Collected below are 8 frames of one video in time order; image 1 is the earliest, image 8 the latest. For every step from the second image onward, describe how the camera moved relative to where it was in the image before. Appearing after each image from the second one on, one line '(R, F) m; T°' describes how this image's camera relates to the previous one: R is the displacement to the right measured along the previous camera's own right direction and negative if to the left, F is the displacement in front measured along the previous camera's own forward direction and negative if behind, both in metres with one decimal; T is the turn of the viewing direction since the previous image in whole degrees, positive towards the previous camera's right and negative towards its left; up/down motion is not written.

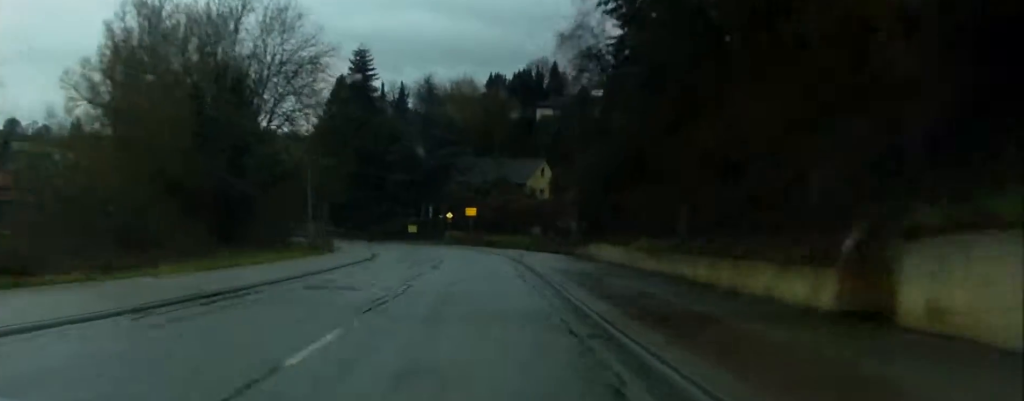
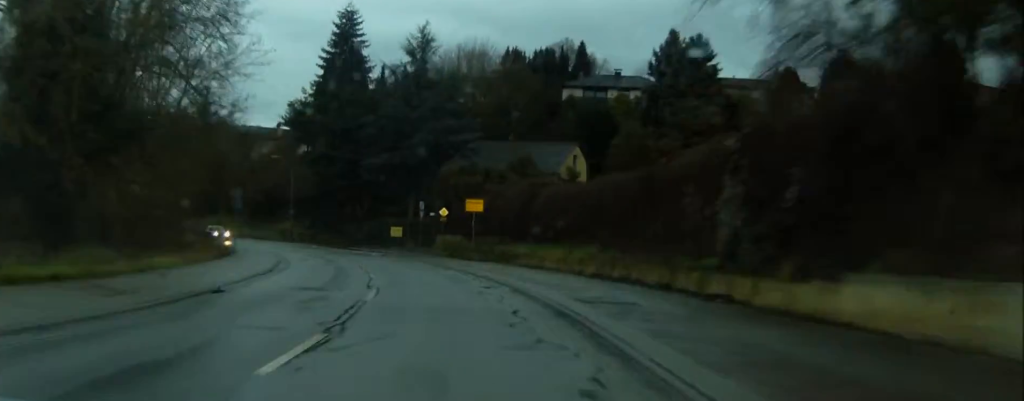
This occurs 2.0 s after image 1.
(0.0, +26.9) m; -3°
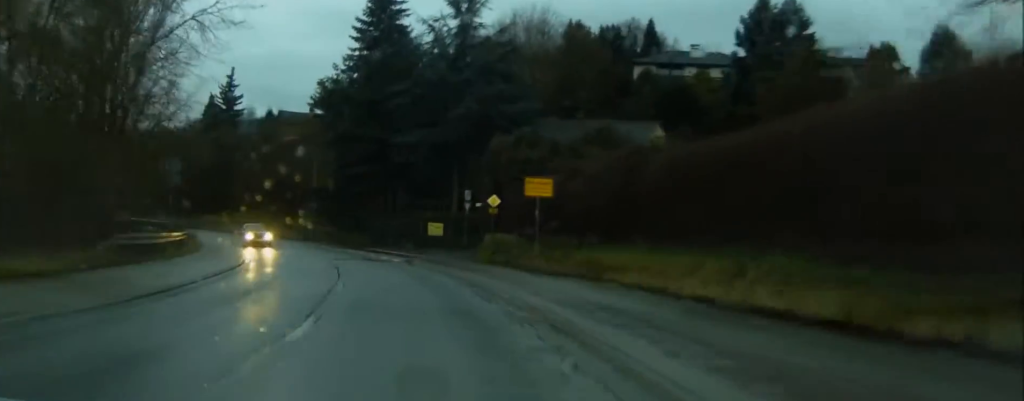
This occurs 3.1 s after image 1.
(-0.4, +15.0) m; -4°
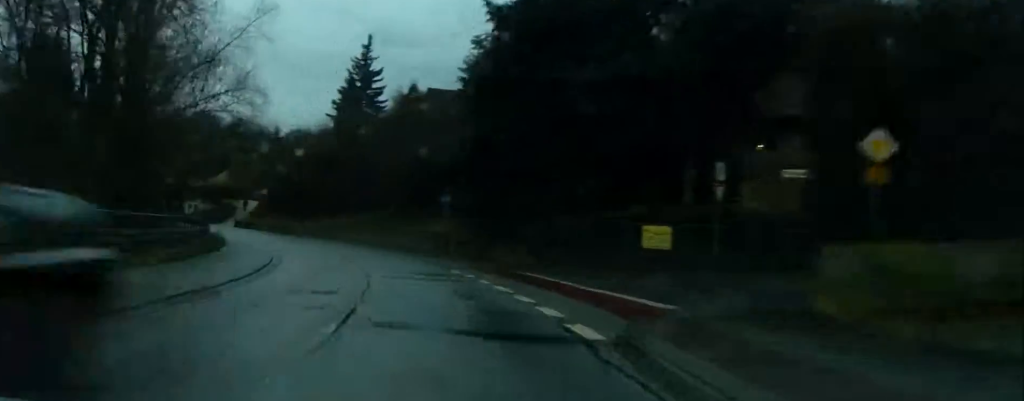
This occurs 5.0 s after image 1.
(-1.8, +25.7) m; -9°
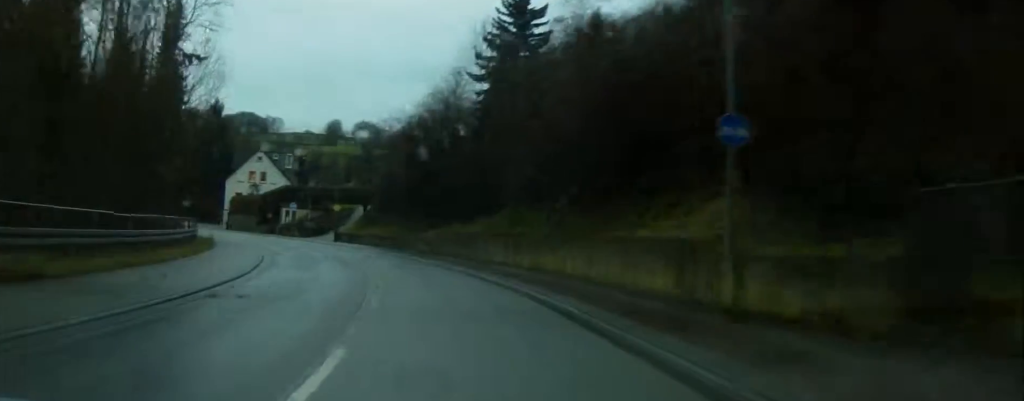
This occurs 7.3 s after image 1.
(-3.2, +30.3) m; -11°
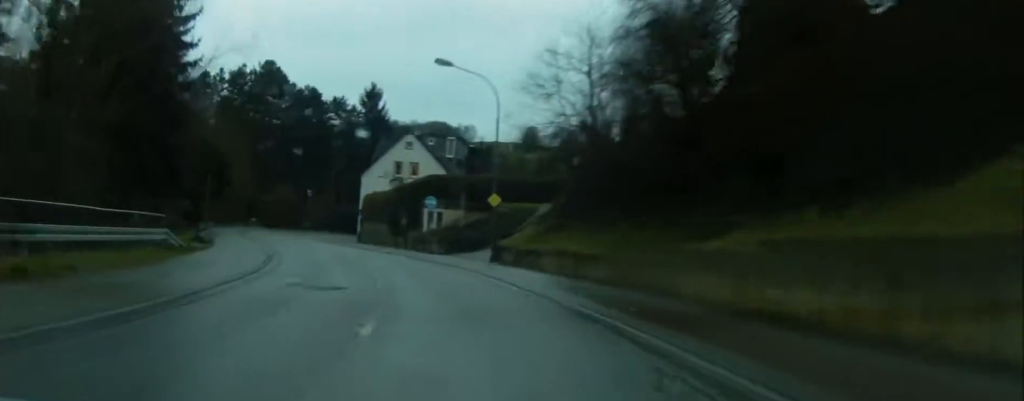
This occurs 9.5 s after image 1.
(-2.9, +30.1) m; -12°
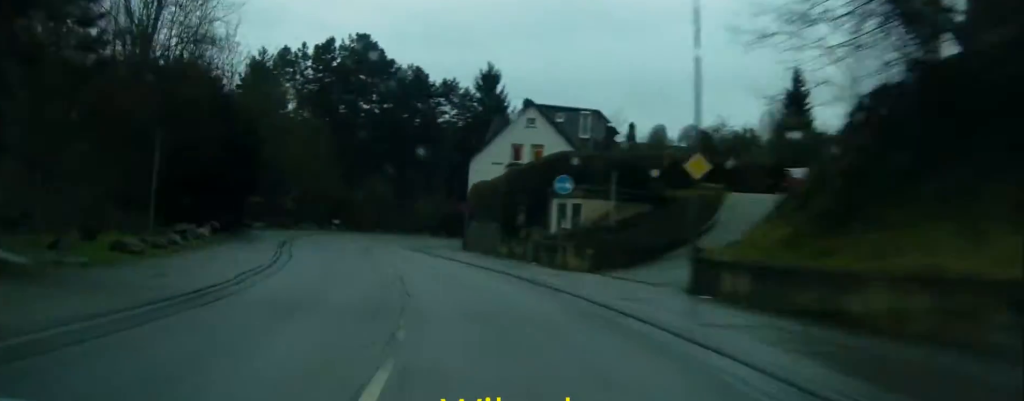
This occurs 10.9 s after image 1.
(-1.1, +18.1) m; -7°
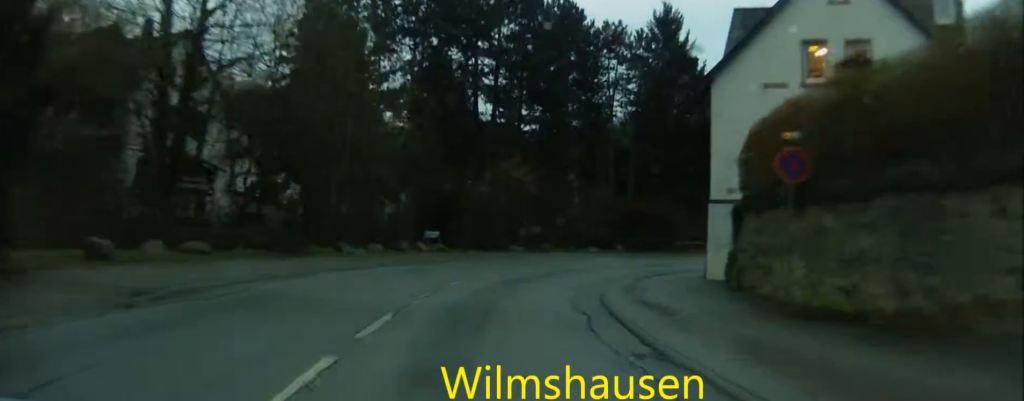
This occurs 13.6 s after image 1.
(-3.4, +35.1) m; -5°
